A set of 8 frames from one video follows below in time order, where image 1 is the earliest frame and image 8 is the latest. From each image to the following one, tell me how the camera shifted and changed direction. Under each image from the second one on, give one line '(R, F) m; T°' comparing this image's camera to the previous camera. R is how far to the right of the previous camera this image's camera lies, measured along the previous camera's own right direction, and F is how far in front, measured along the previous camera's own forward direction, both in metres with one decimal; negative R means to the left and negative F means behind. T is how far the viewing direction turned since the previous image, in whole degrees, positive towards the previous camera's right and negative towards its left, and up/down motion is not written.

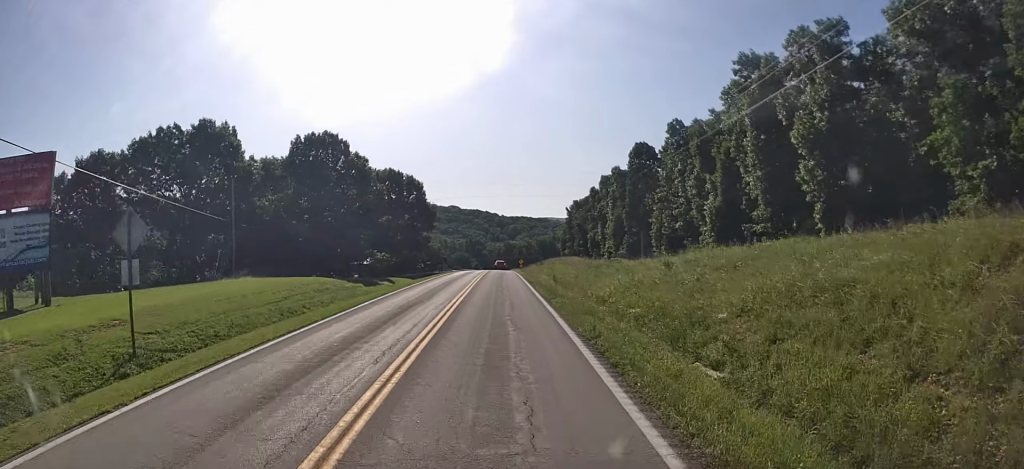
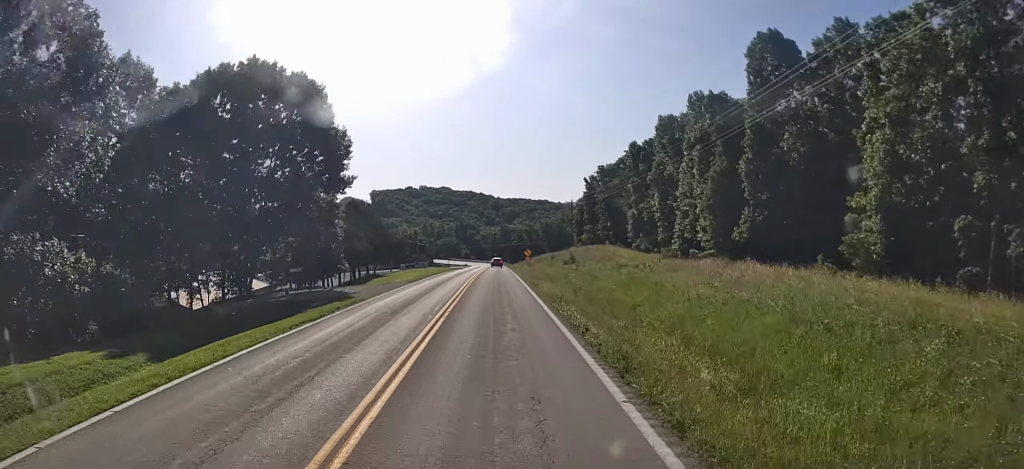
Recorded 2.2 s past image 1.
(+0.6, +51.9) m; +1°
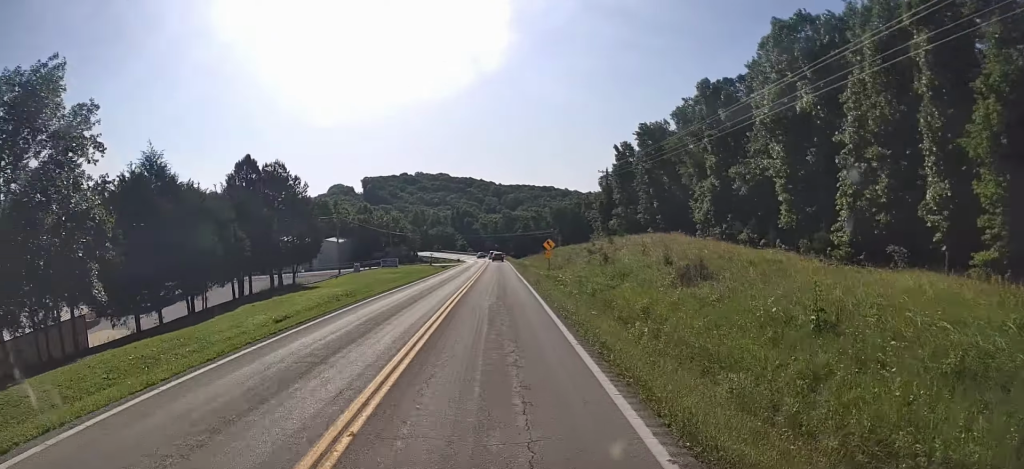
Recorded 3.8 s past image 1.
(0.0, +37.4) m; -1°
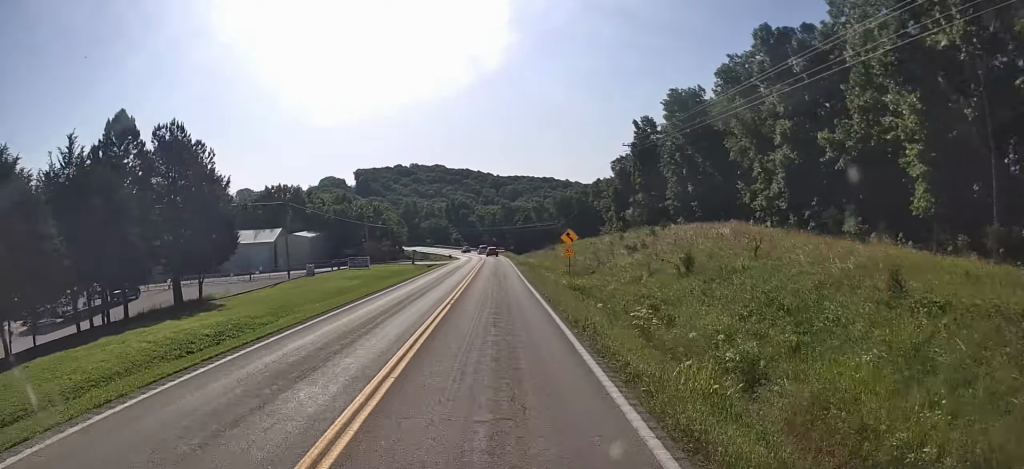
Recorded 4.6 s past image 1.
(-0.2, +18.0) m; 0°
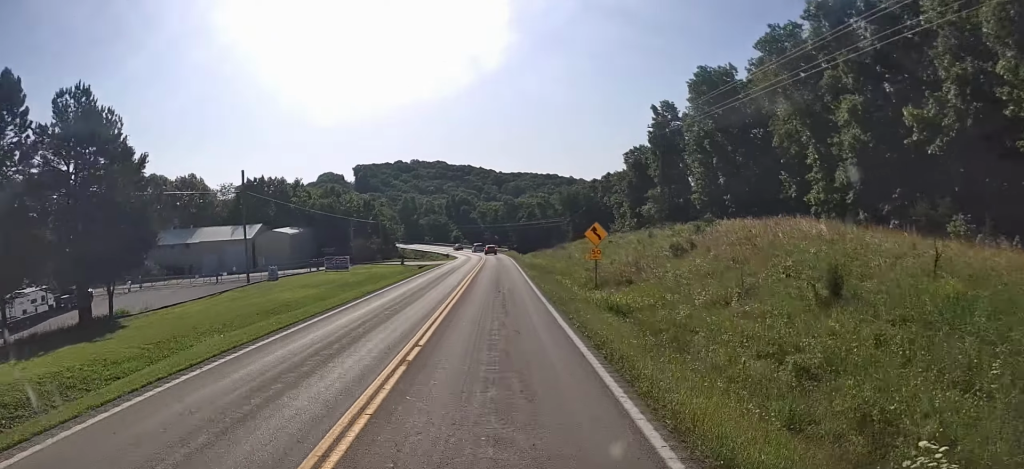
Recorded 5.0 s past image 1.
(0.0, +10.0) m; 0°
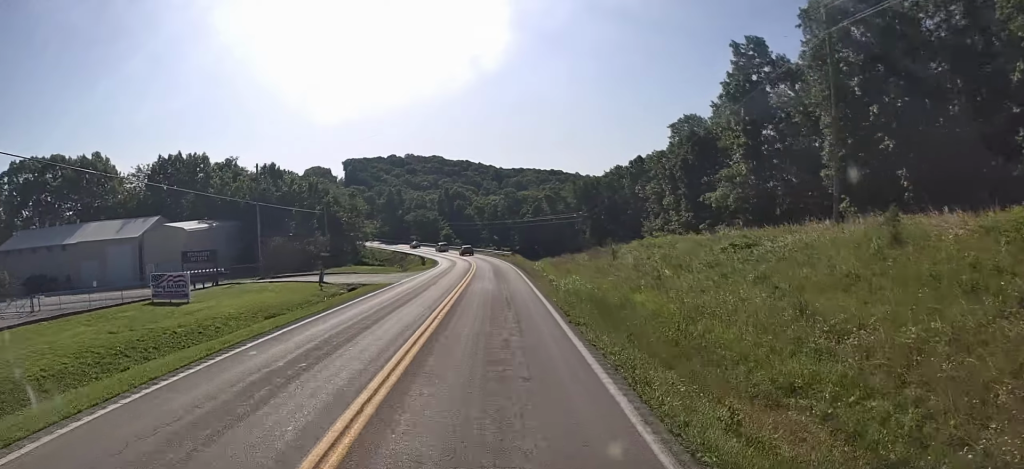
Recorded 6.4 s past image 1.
(+0.1, +29.6) m; 0°
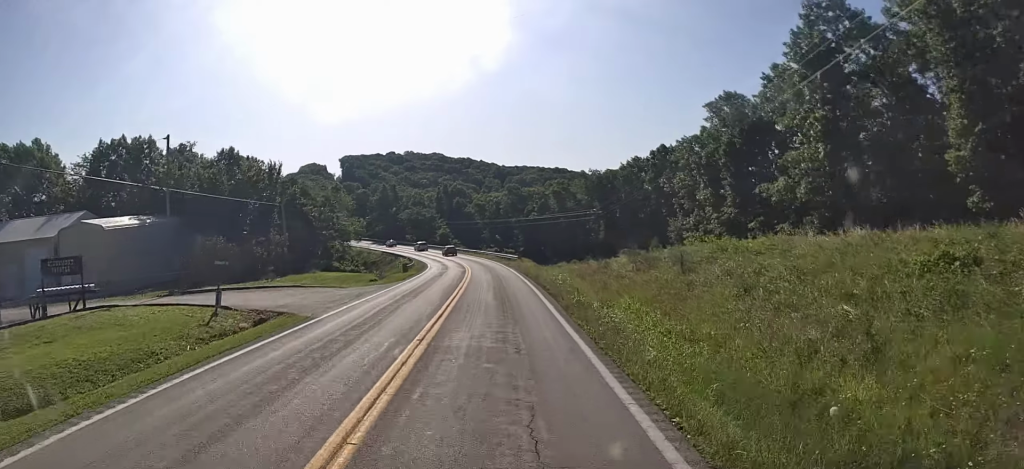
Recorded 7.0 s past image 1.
(0.0, +13.6) m; -1°
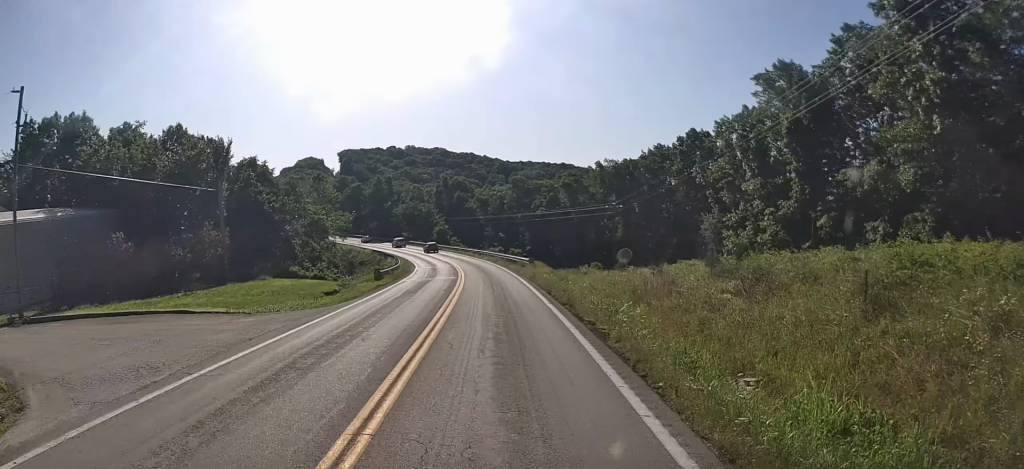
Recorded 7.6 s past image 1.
(+0.1, +12.8) m; -1°
